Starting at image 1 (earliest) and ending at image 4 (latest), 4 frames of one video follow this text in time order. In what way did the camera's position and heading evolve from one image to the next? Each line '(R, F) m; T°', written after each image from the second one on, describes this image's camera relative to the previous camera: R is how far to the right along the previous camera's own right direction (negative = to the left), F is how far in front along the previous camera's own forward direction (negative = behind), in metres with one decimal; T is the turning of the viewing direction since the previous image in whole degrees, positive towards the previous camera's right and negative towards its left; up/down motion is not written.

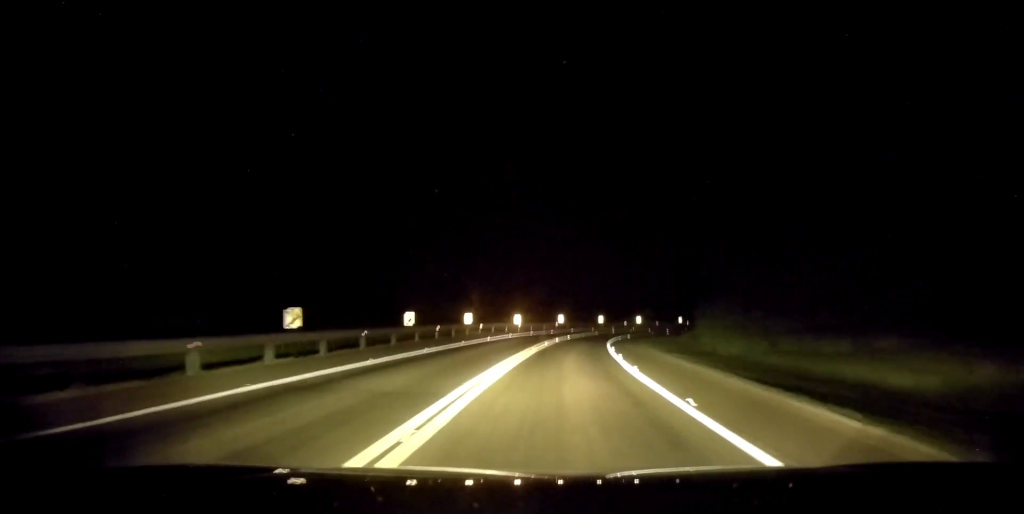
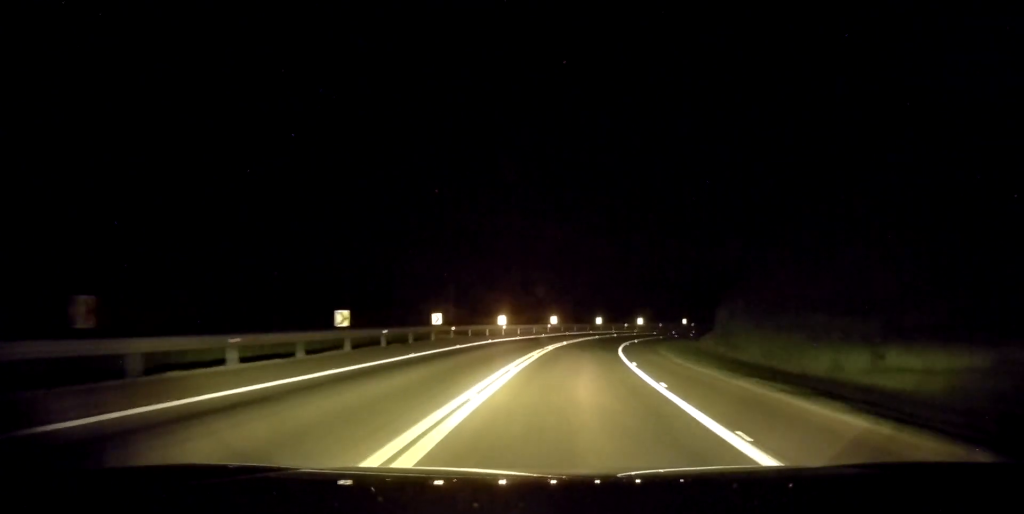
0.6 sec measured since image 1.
(+0.1, +10.5) m; 0°
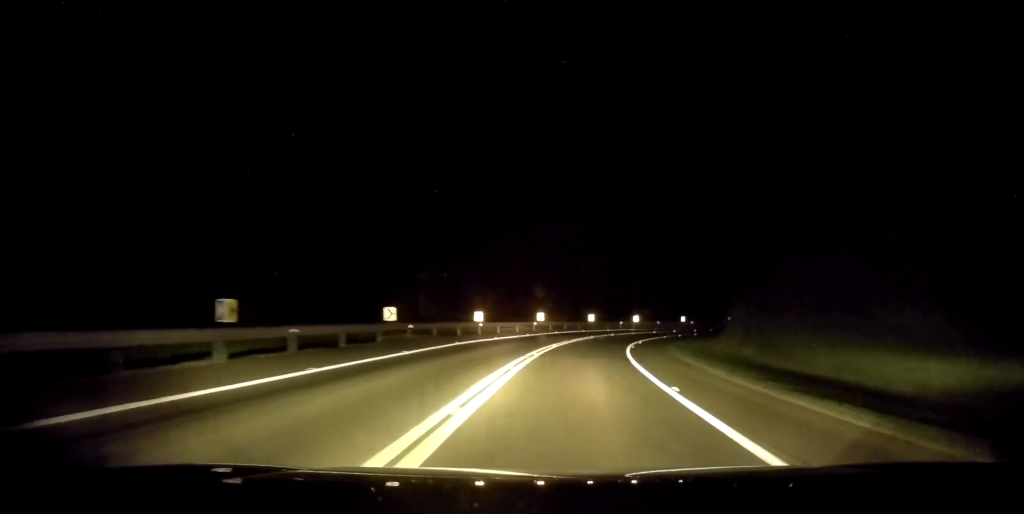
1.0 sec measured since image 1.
(0.0, +8.5) m; +1°
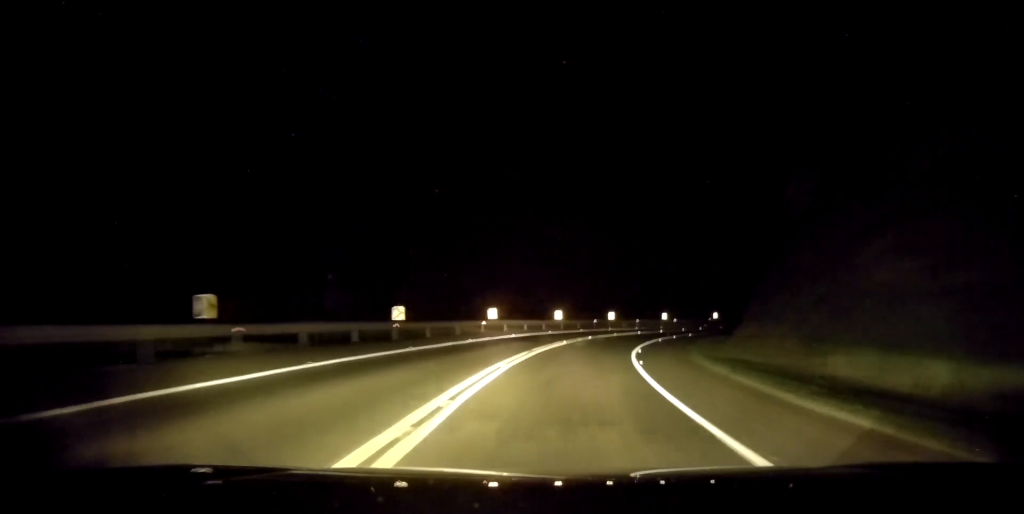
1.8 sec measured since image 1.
(0.0, +13.8) m; +2°
